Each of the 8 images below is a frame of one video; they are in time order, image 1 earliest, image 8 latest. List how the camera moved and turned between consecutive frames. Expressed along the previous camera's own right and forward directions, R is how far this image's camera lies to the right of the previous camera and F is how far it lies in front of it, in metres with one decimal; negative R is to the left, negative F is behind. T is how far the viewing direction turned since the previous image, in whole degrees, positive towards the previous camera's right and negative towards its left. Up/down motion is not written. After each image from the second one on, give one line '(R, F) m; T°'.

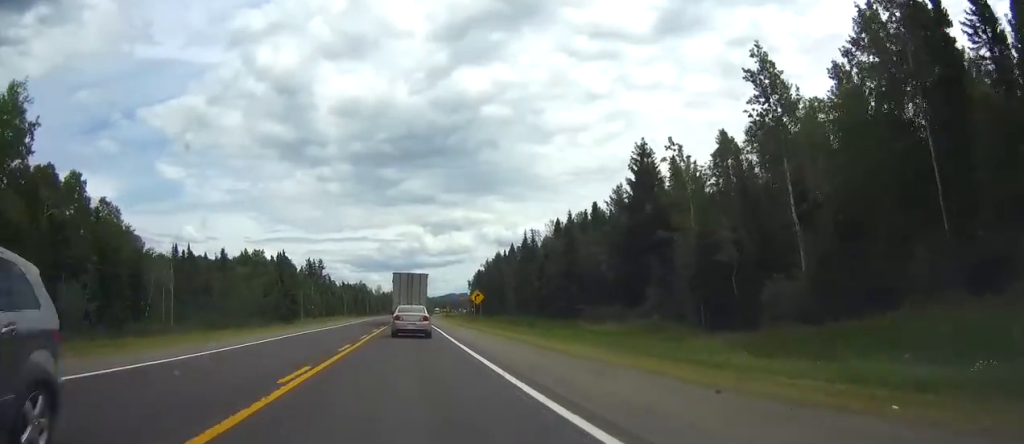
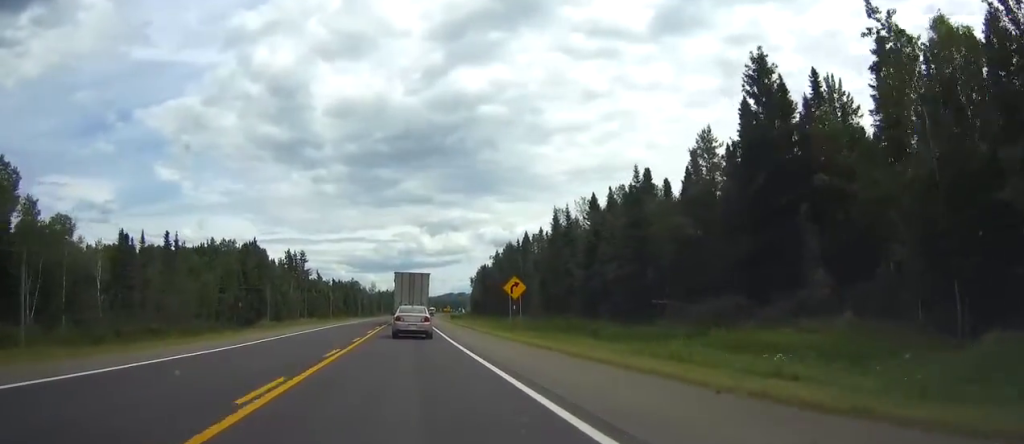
(0.0, +29.5) m; 0°
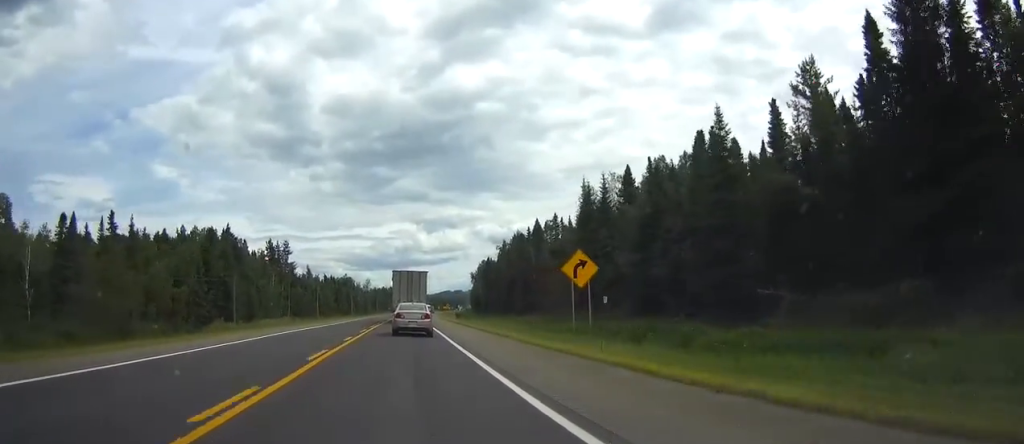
(0.0, +19.3) m; 0°
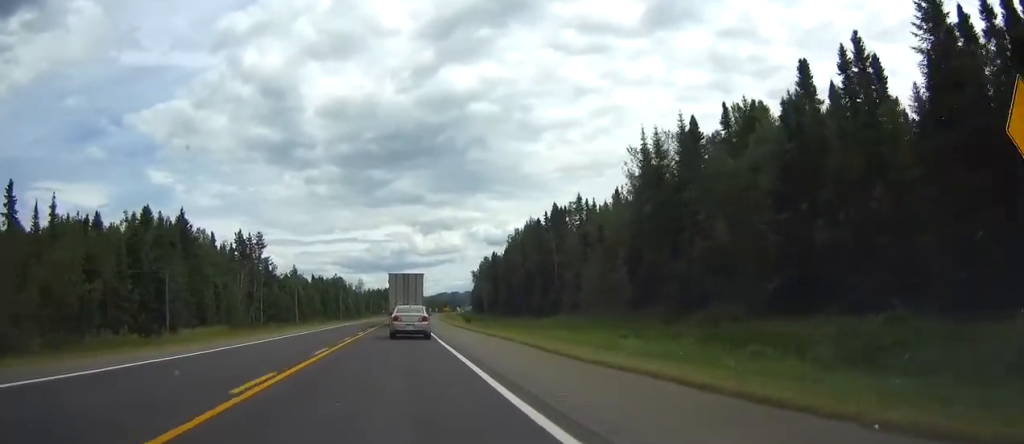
(+0.1, +23.9) m; 0°
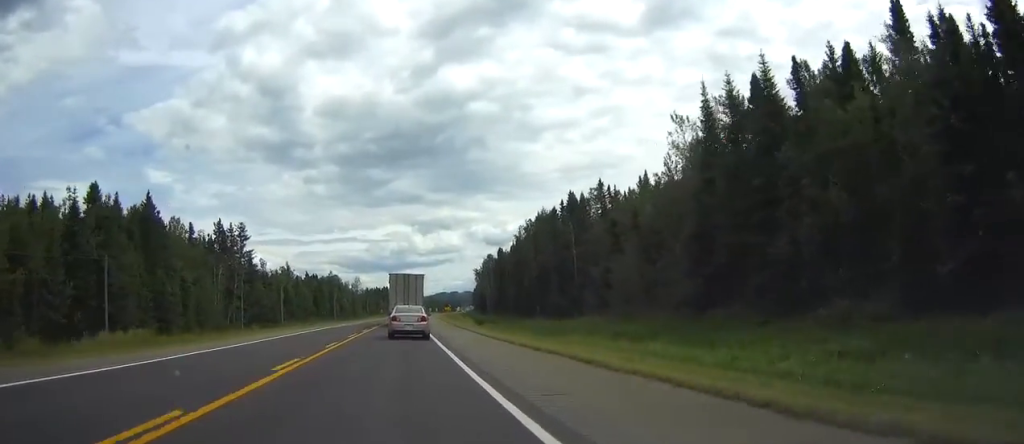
(0.0, +13.8) m; 0°
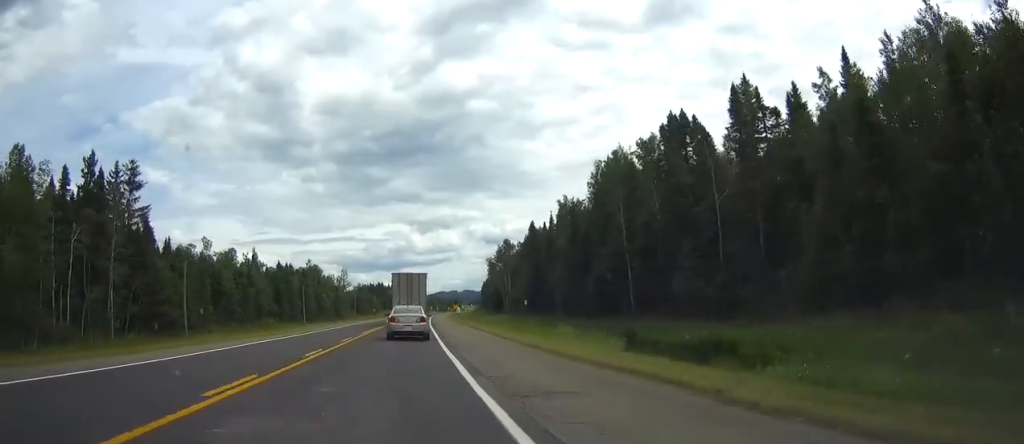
(+0.2, +48.9) m; +1°
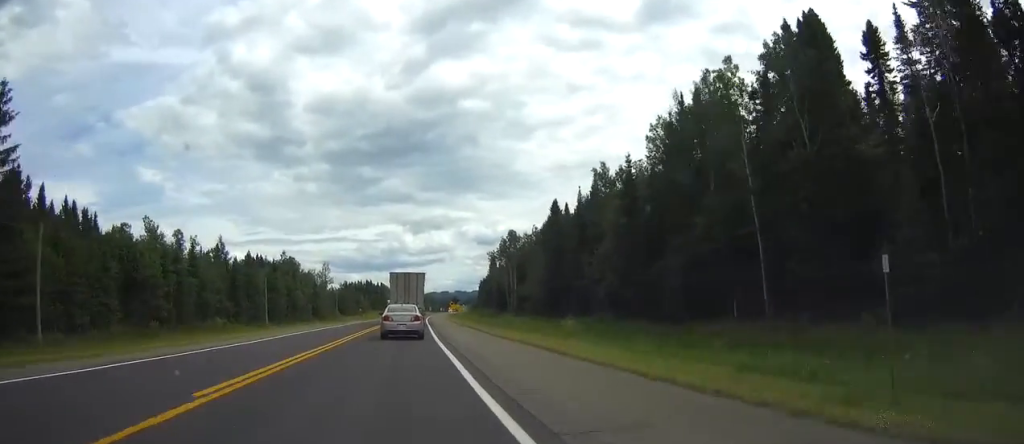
(+0.1, +26.8) m; +1°
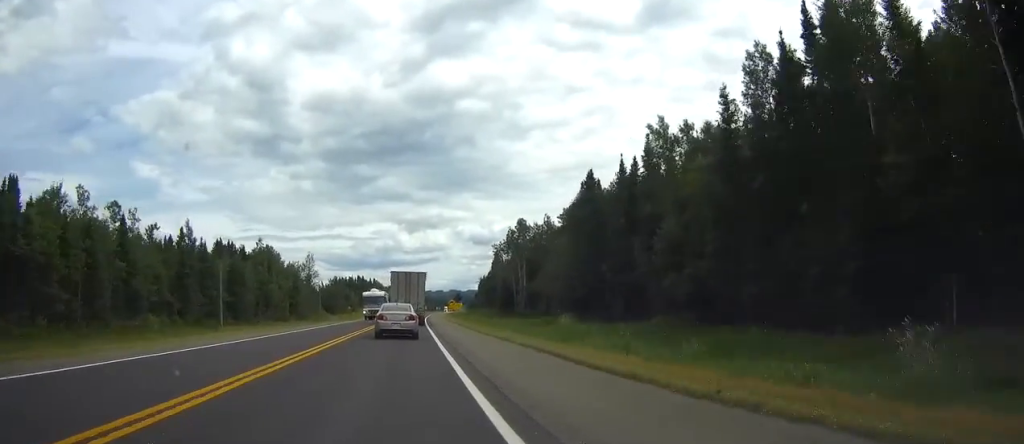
(+0.1, +22.2) m; +1°
